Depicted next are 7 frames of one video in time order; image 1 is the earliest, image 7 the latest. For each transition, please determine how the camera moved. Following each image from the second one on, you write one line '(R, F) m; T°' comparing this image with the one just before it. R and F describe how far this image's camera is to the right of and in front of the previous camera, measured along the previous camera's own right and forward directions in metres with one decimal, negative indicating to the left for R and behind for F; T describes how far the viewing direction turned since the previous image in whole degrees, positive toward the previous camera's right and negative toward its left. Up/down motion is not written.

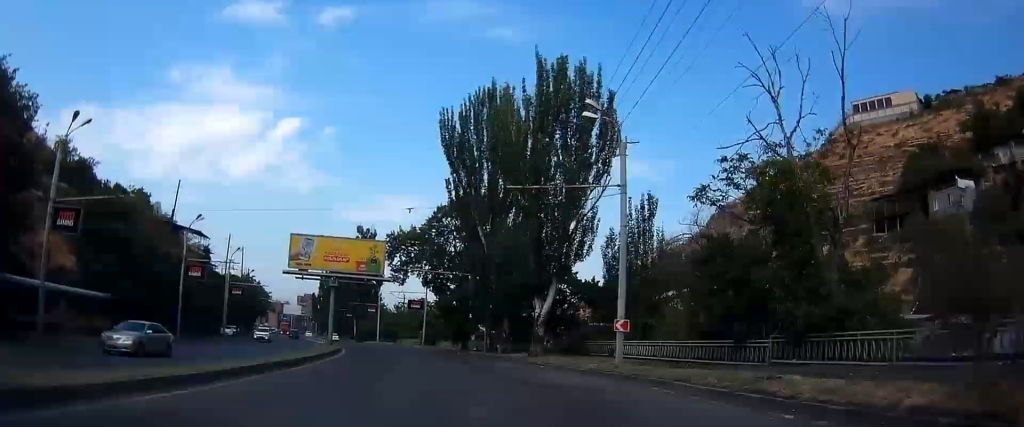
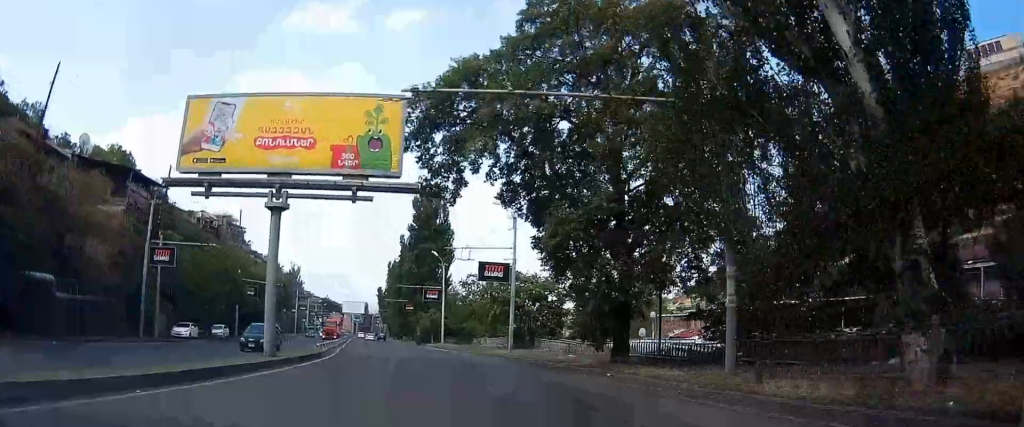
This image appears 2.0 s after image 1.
(-3.0, +34.3) m; -9°
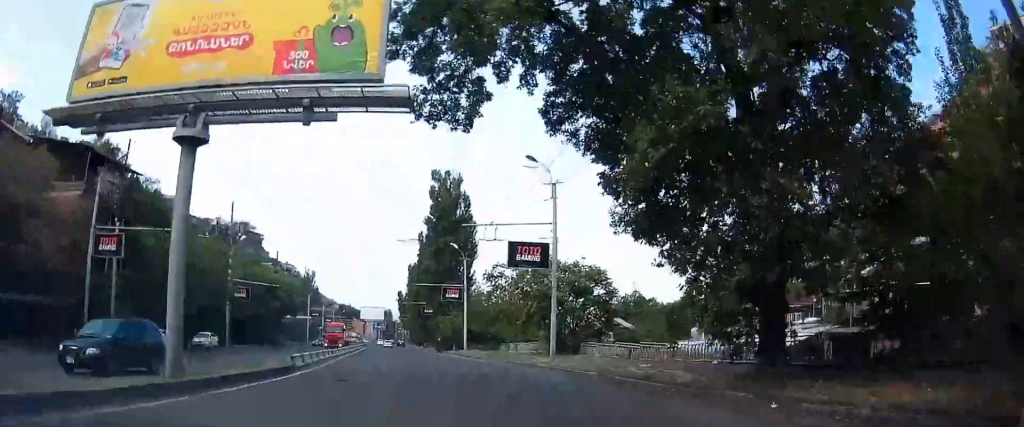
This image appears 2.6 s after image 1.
(+0.1, +9.0) m; -2°
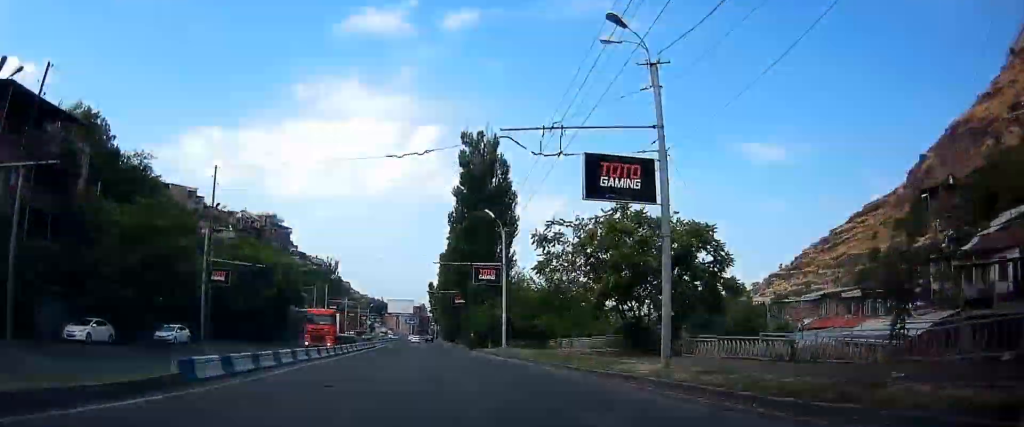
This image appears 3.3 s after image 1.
(-0.7, +12.4) m; -3°
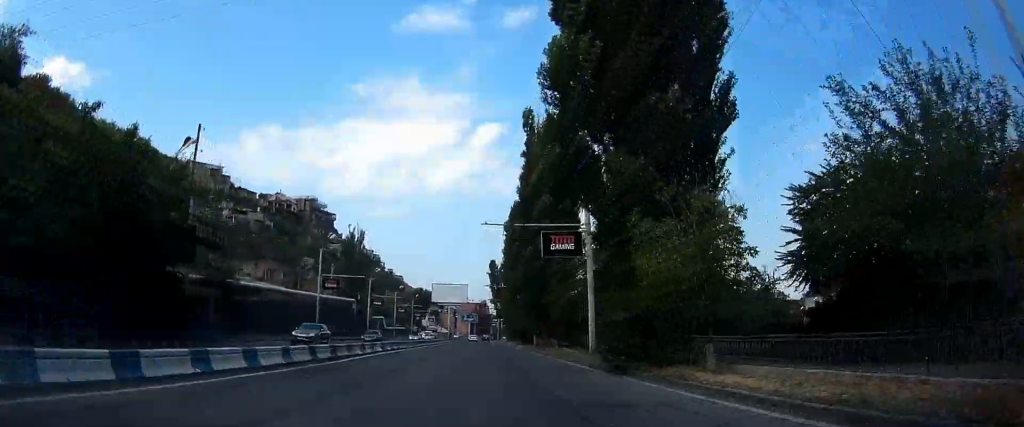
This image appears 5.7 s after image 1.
(-4.0, +39.1) m; -12°
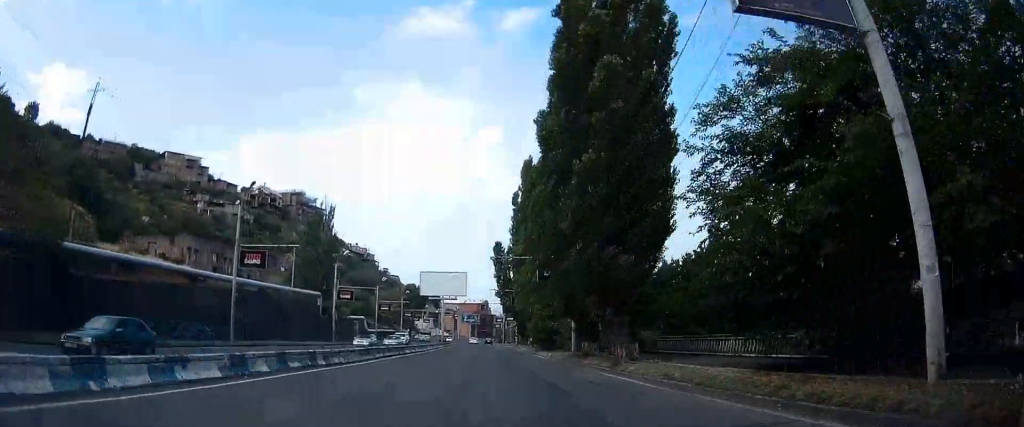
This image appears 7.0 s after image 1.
(-1.1, +25.4) m; -4°
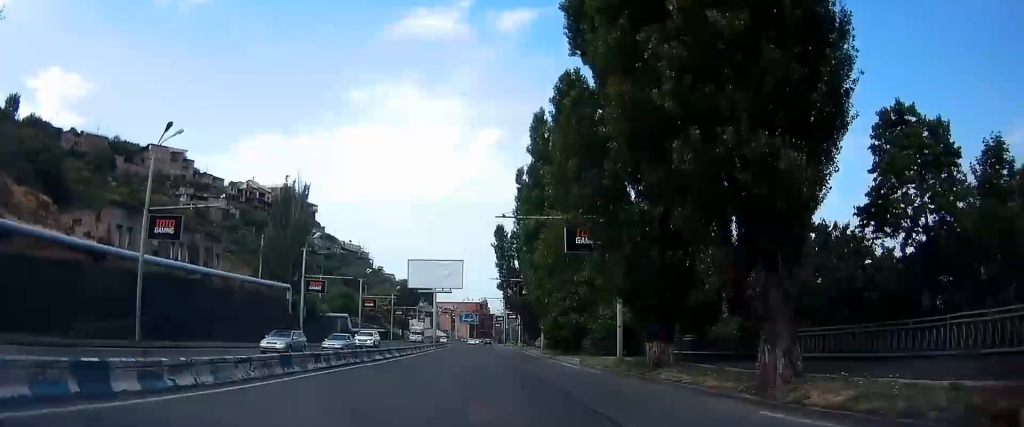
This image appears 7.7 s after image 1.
(-0.3, +13.9) m; -1°
